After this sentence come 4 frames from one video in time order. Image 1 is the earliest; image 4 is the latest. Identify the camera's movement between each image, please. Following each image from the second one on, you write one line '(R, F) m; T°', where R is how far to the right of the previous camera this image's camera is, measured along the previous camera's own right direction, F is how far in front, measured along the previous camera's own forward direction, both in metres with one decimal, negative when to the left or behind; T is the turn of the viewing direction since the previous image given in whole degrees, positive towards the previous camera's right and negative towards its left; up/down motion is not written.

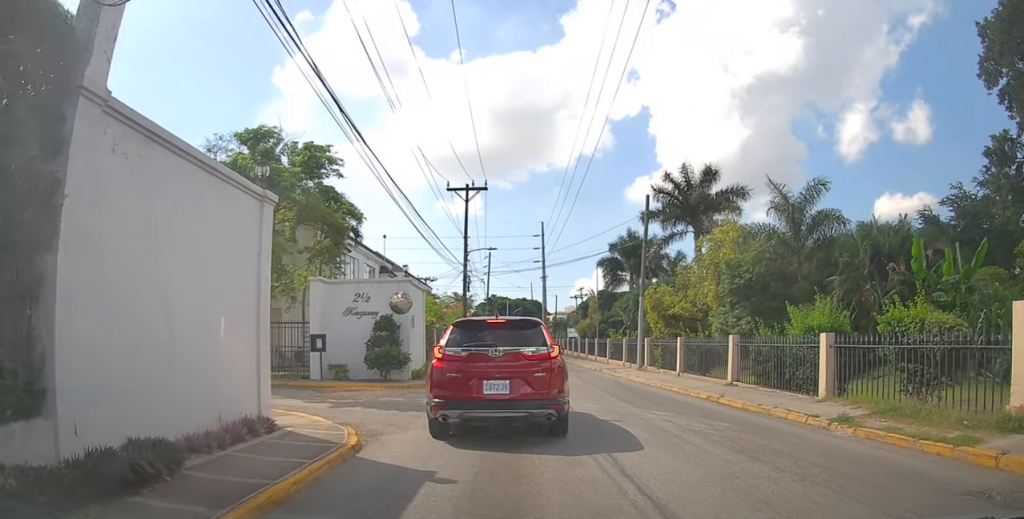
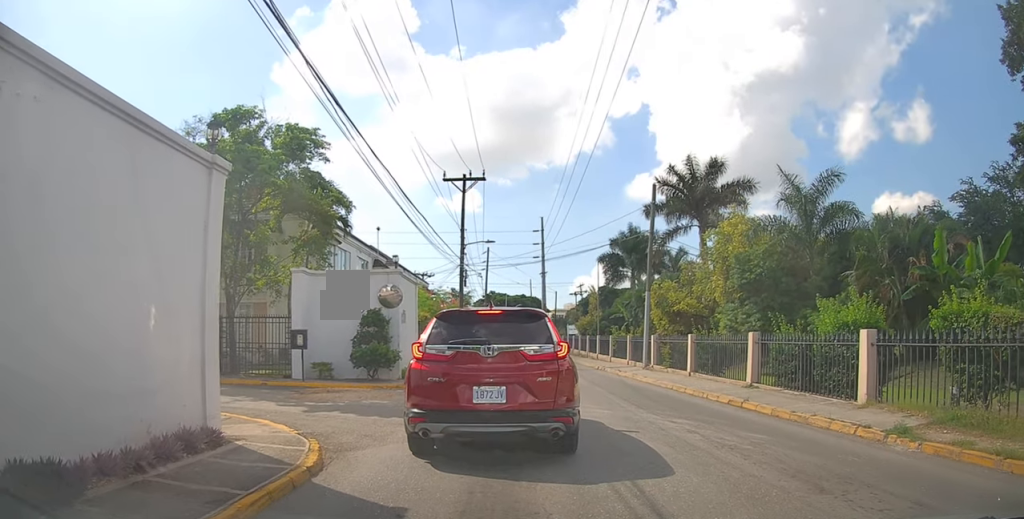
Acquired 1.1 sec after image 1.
(+0.1, +1.2) m; 0°
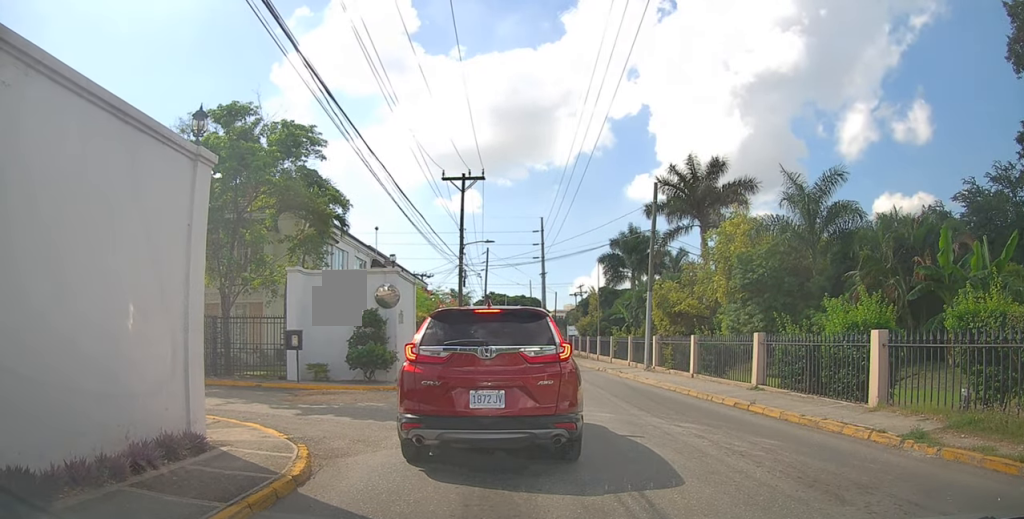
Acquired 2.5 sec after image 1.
(-0.3, +0.6) m; 0°
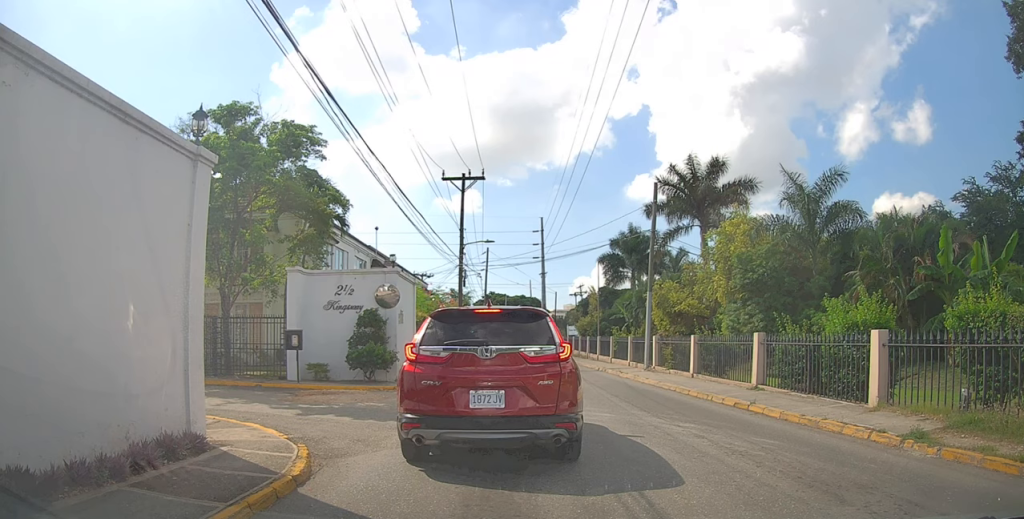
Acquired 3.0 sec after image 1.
(0.0, 0.0) m; 0°
